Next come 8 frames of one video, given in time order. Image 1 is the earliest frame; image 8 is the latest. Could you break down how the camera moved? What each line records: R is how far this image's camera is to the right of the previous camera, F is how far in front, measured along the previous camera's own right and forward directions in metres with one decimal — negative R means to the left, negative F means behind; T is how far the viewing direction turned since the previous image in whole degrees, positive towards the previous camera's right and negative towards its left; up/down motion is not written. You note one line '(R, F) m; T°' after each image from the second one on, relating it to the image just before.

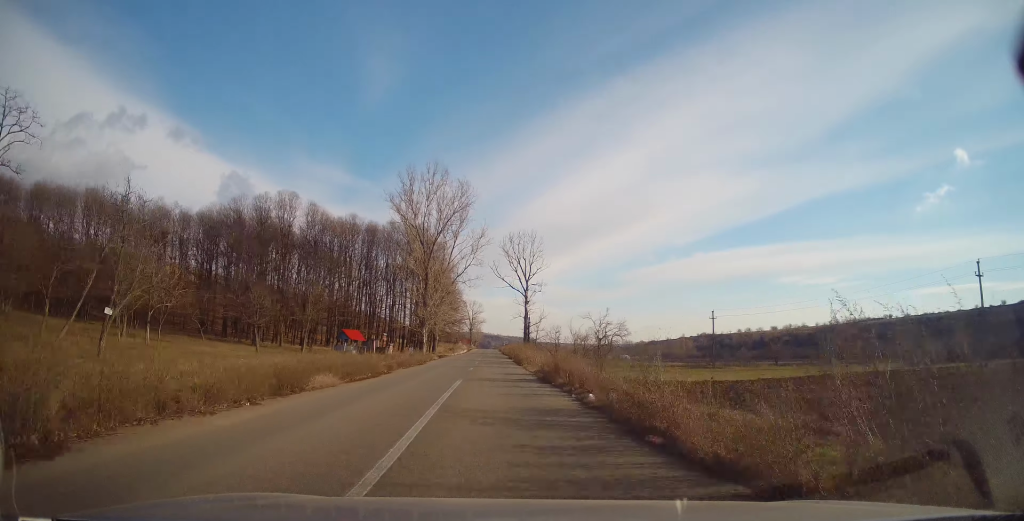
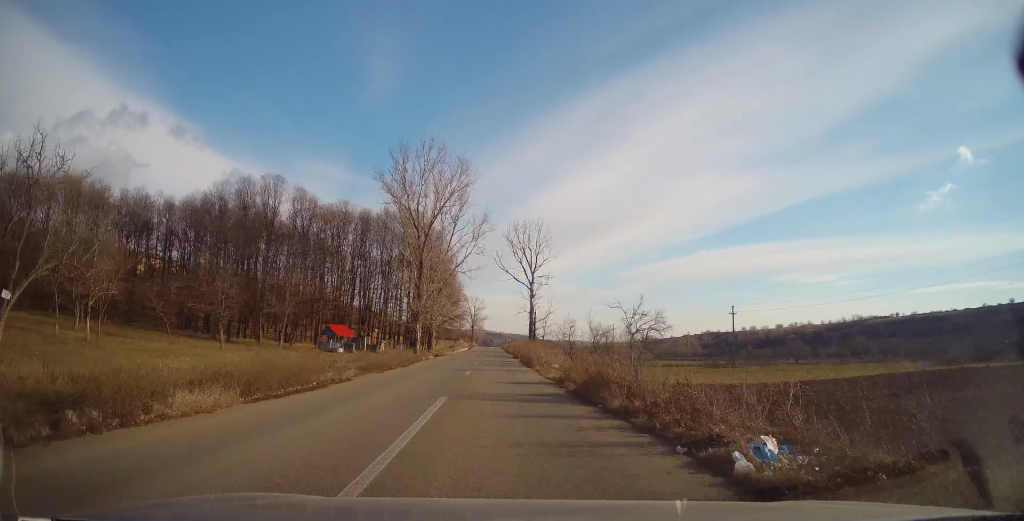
(-0.2, +7.7) m; +1°
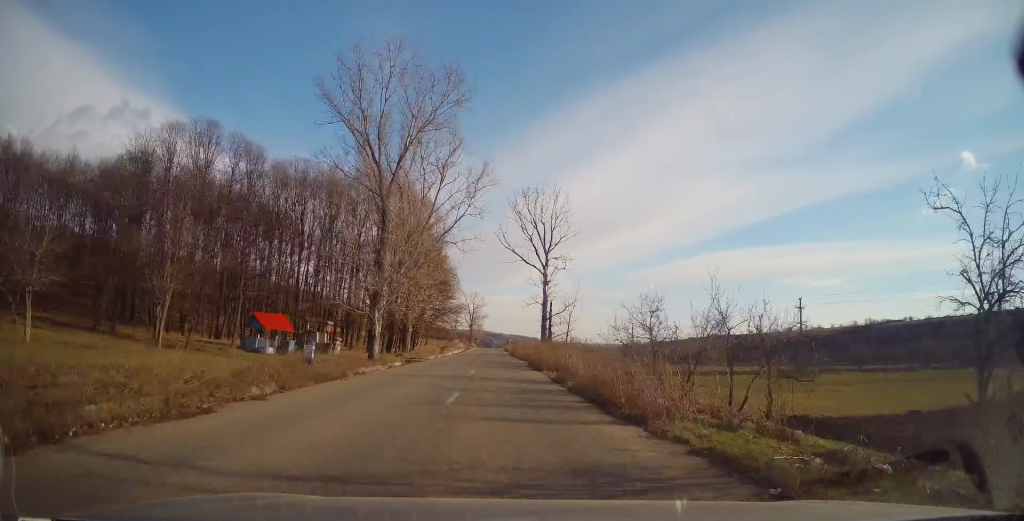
(+0.6, +20.9) m; +1°
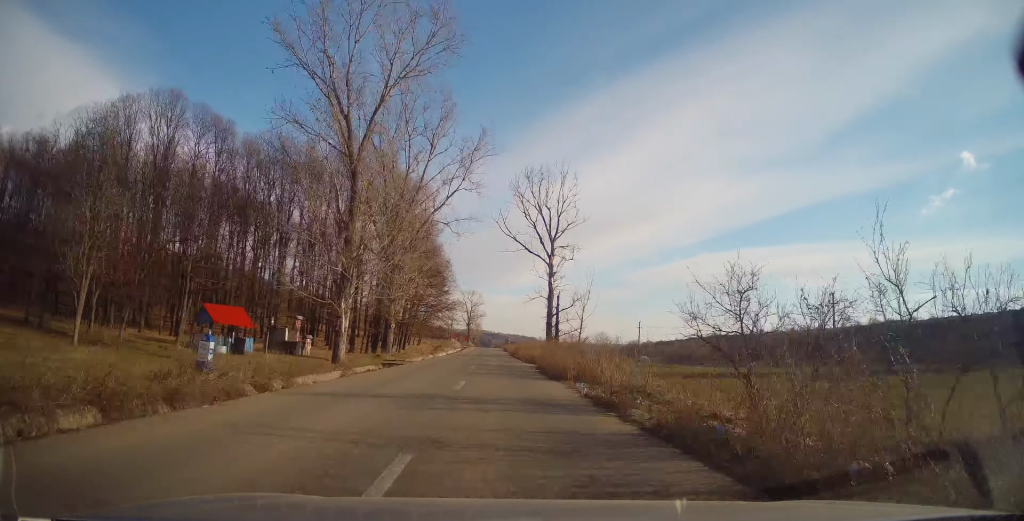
(-0.2, +8.0) m; 0°
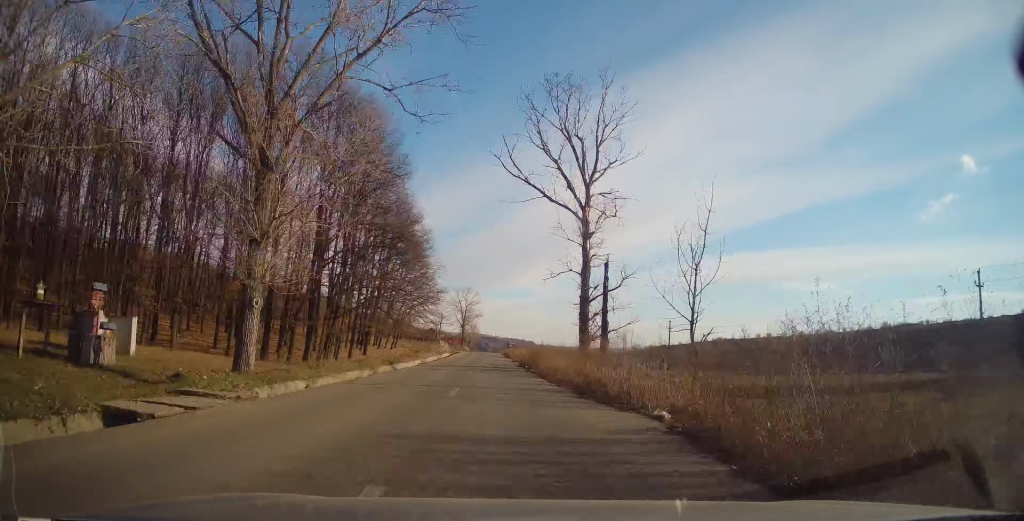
(-0.2, +24.2) m; 0°
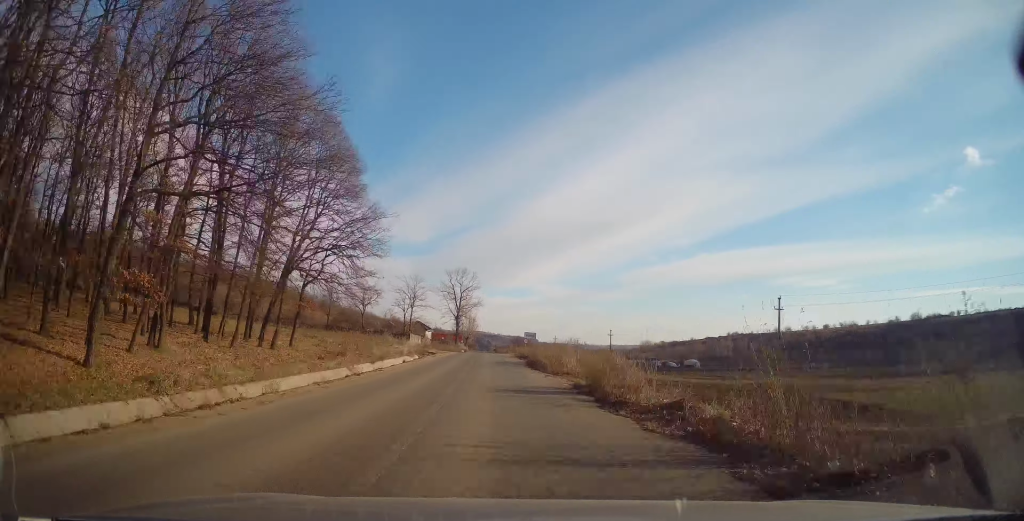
(+0.2, +43.4) m; +1°
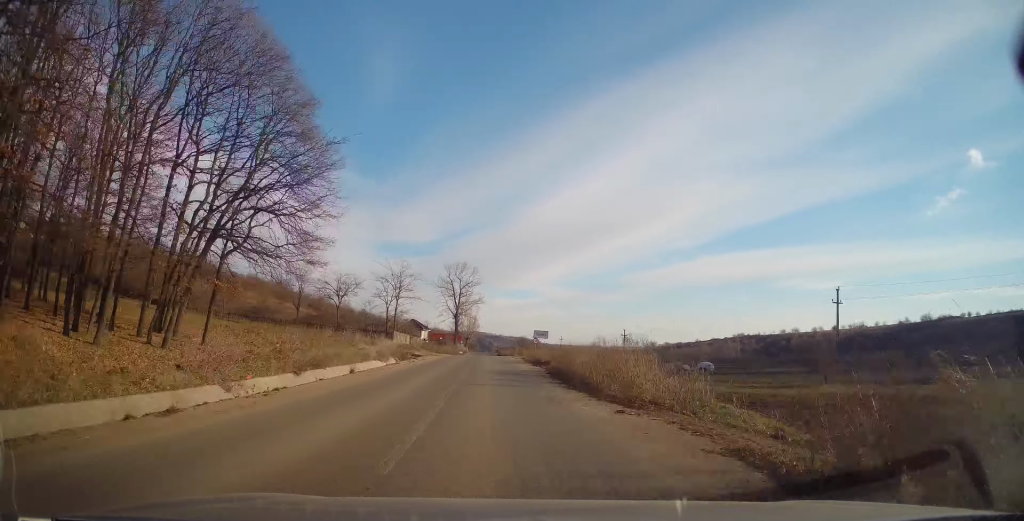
(+0.2, +12.1) m; -1°
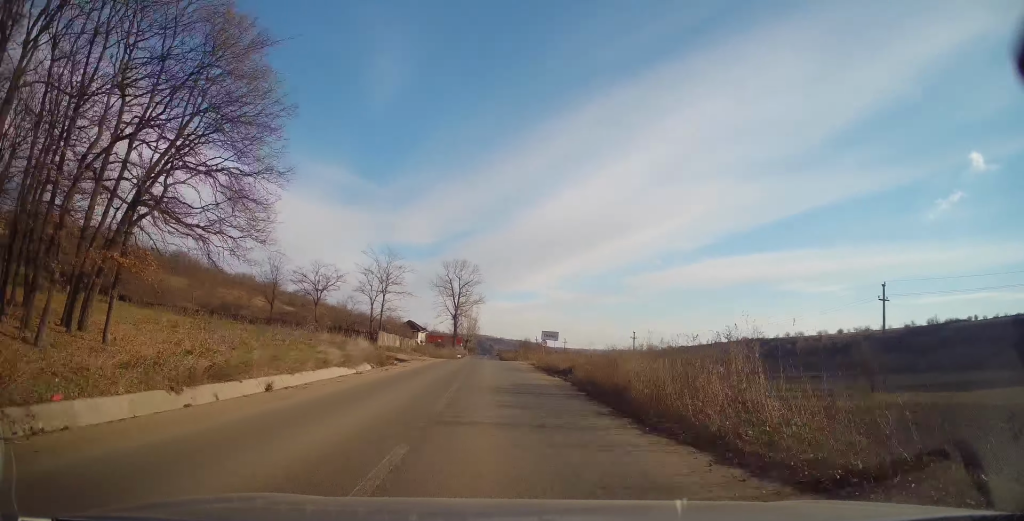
(-0.1, +7.7) m; 0°
